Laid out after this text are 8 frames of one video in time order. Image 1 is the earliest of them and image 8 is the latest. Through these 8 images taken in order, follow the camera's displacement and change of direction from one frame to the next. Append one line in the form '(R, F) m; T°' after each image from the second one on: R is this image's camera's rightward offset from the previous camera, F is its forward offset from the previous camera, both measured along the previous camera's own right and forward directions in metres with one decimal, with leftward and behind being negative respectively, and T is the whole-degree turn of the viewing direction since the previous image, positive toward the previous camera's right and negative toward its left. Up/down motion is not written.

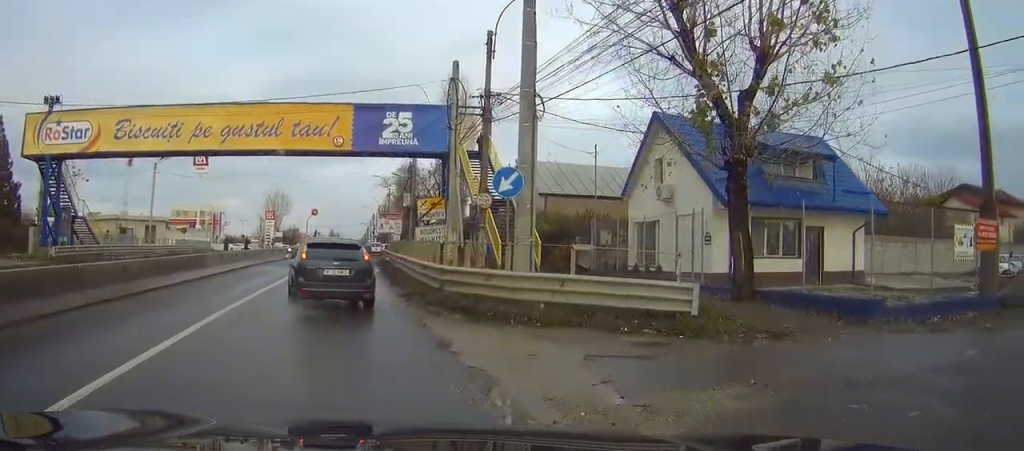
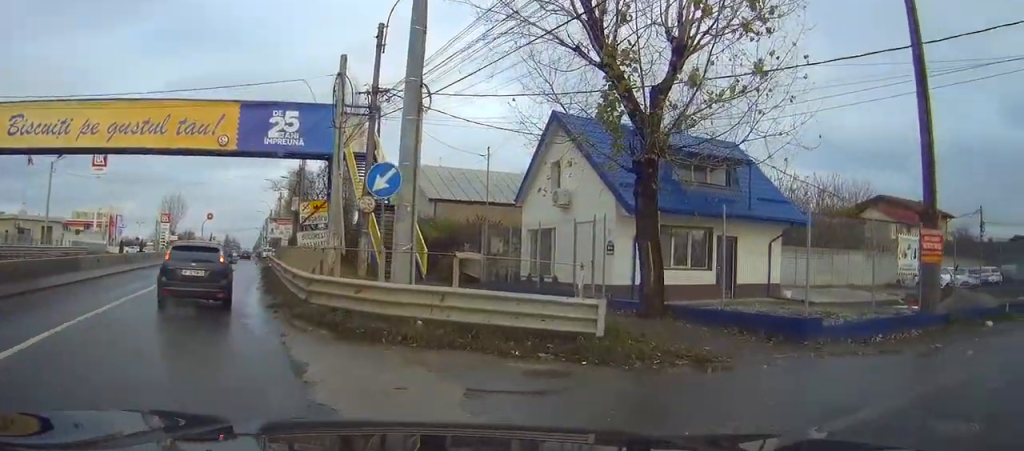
(+0.2, +1.8) m; +12°
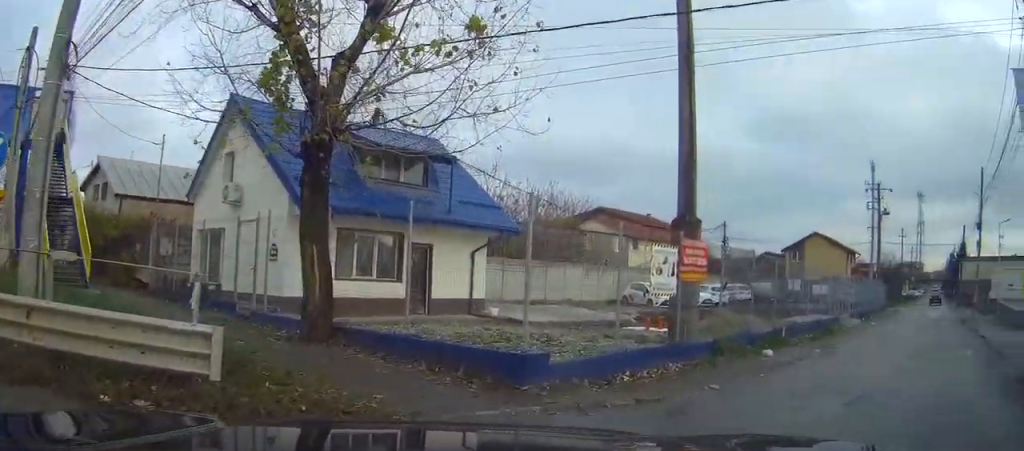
(+0.7, +3.1) m; +26°
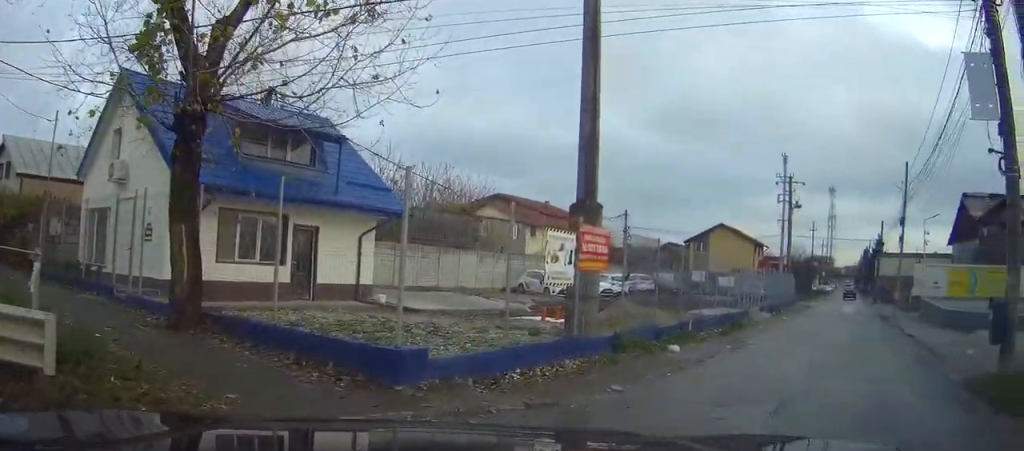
(+0.1, +1.1) m; +8°
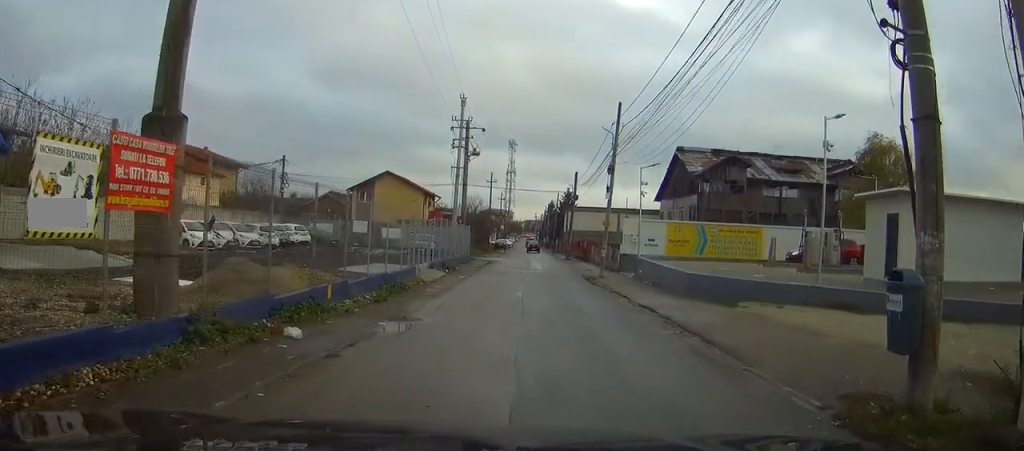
(+1.0, +5.0) m; +14°
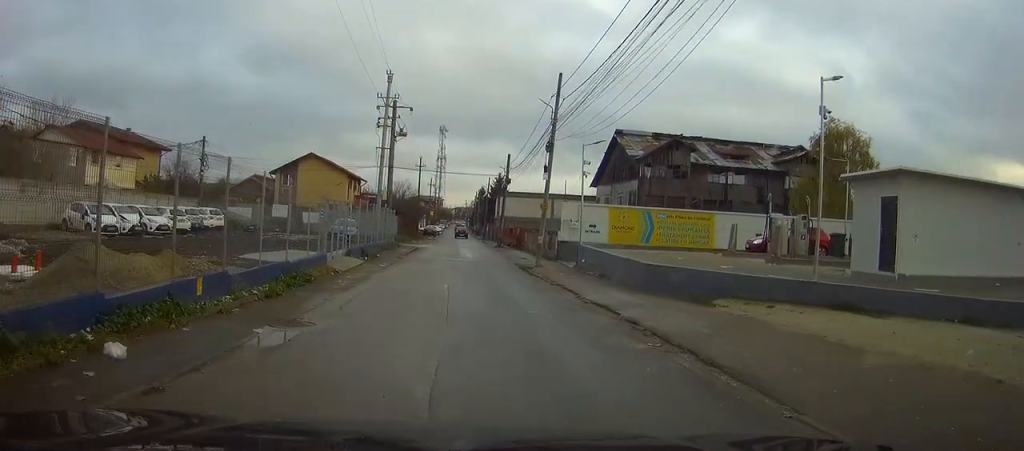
(0.0, +3.5) m; +2°
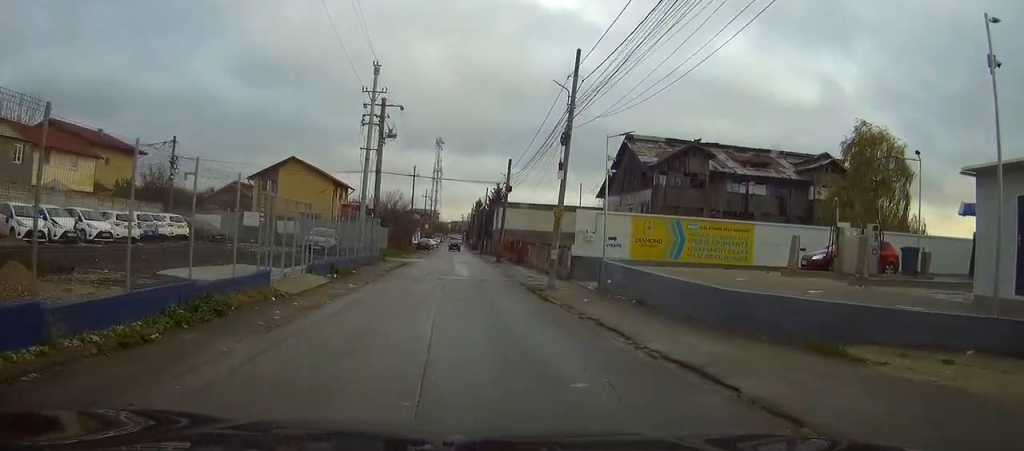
(+0.2, +6.0) m; +6°
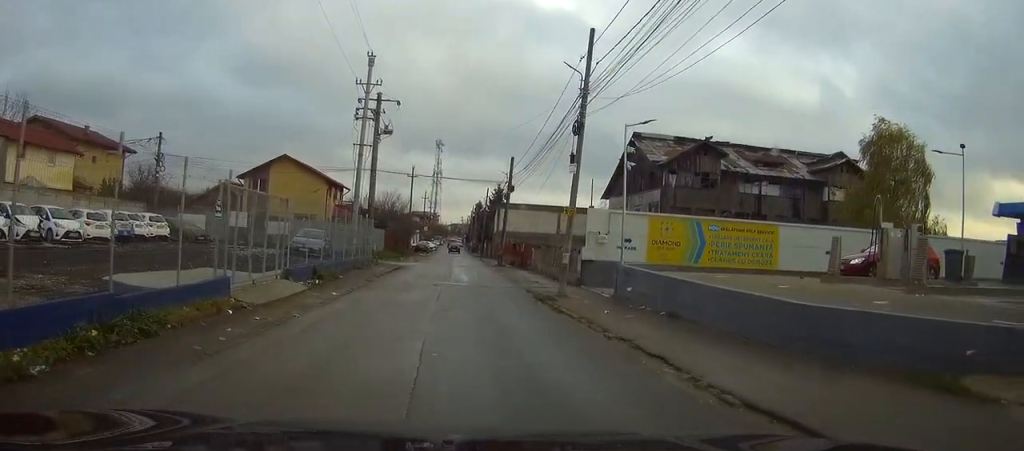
(+0.1, +2.9) m; +2°
